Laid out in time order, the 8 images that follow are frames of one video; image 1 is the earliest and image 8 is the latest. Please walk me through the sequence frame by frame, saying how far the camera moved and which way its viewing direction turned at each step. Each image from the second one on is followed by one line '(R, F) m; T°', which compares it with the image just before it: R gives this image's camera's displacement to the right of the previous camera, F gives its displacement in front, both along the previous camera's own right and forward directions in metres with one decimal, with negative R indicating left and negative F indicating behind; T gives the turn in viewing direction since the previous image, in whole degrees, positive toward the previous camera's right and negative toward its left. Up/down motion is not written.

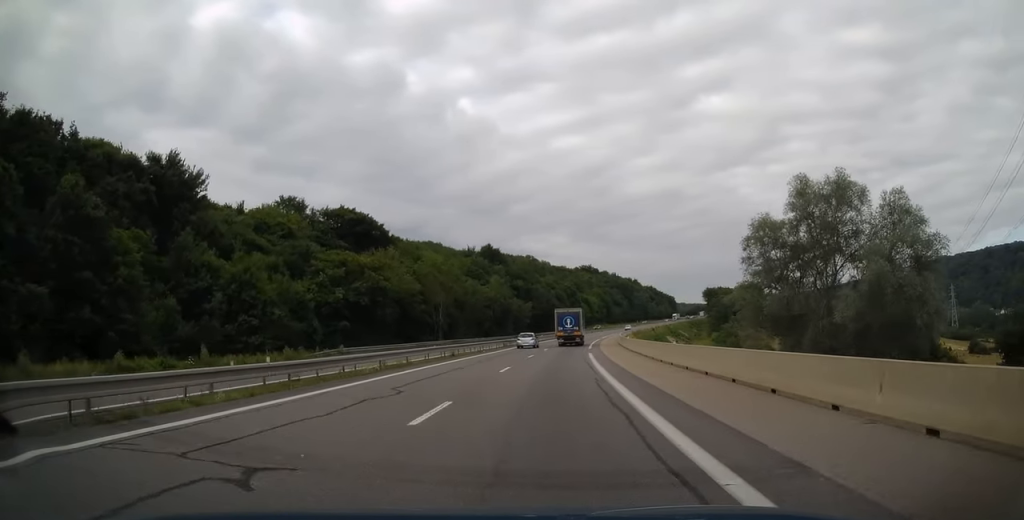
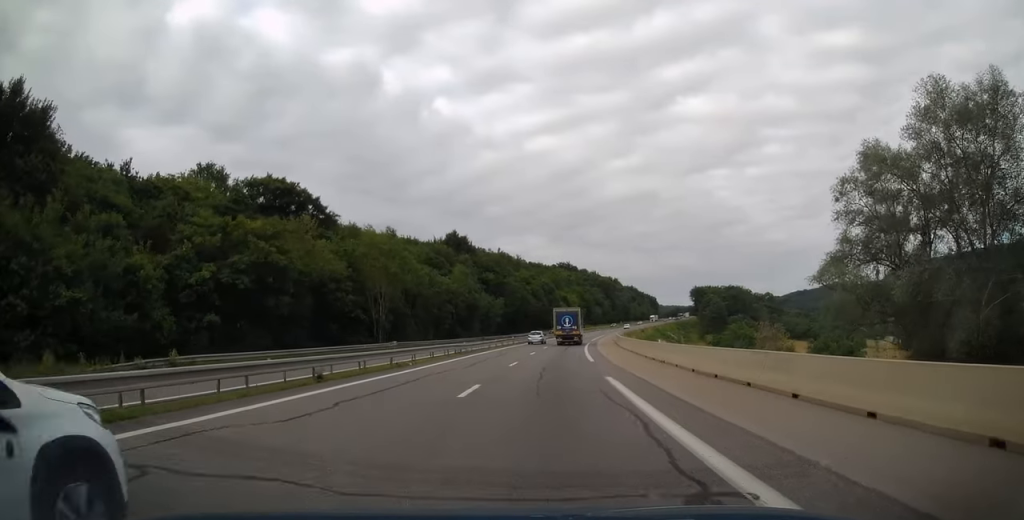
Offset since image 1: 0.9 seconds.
(+0.4, +22.2) m; +2°
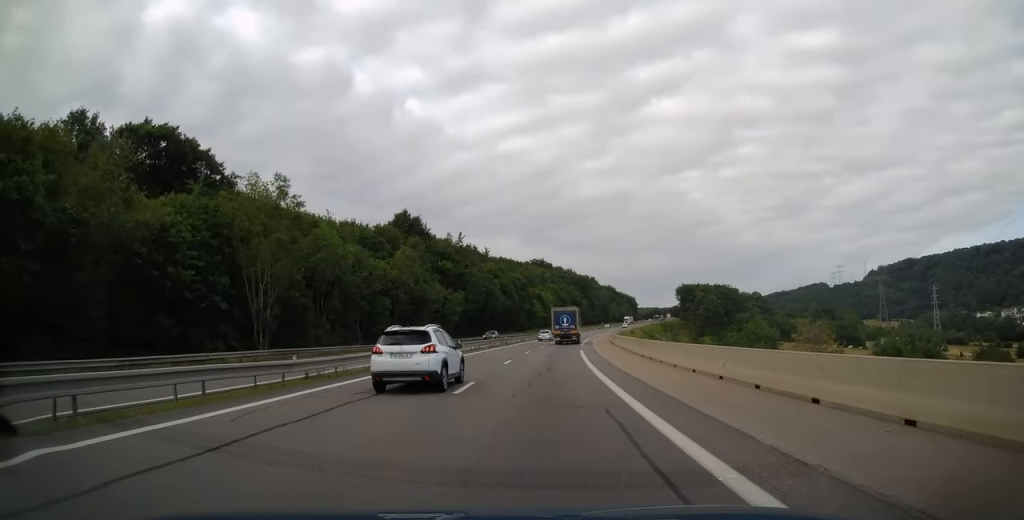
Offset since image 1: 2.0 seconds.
(+0.4, +25.4) m; +2°
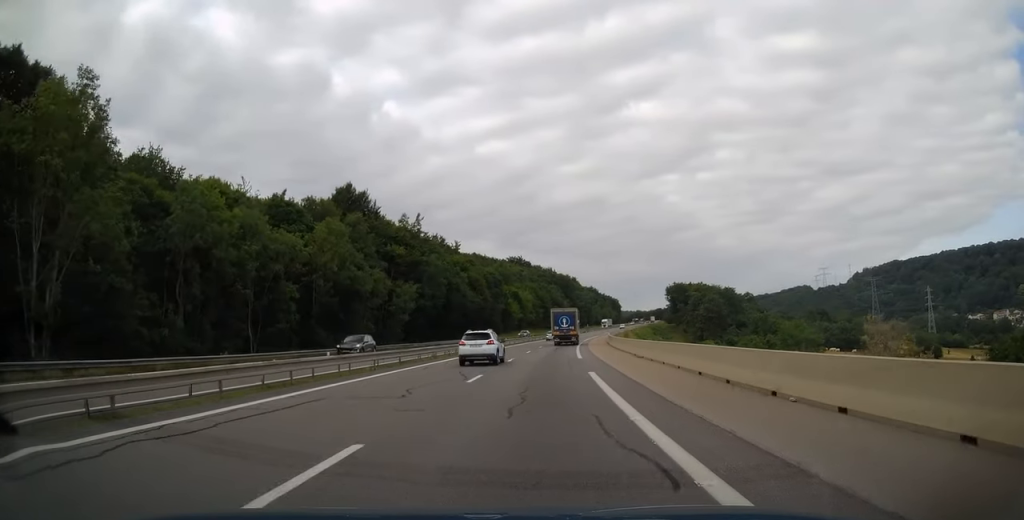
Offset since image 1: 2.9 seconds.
(+0.5, +22.5) m; +3°
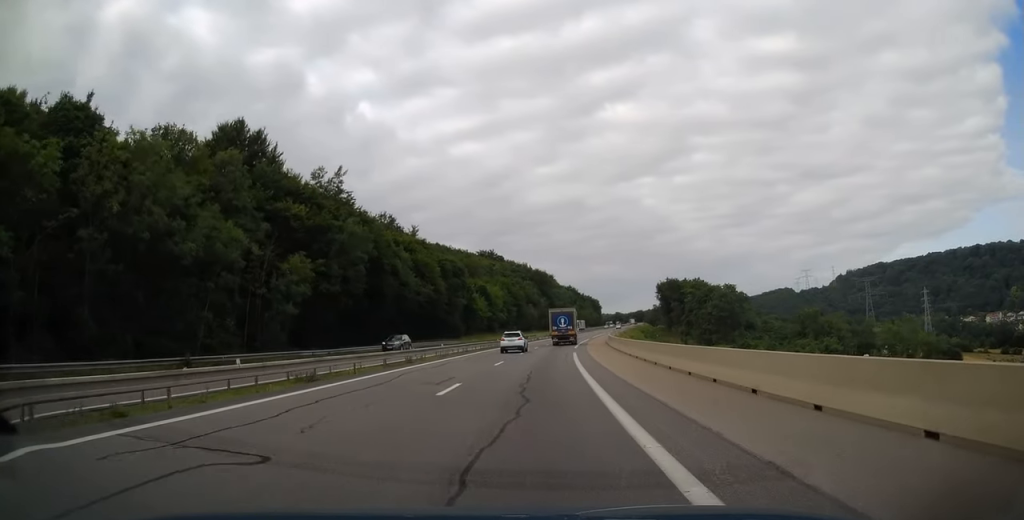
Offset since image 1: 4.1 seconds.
(+0.7, +29.4) m; +2°
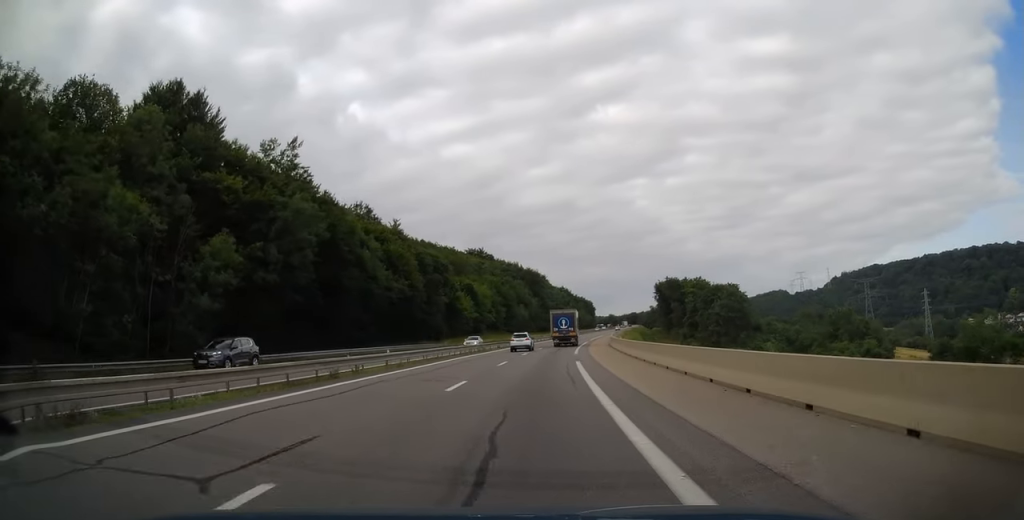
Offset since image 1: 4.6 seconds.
(-0.1, +11.7) m; +1°
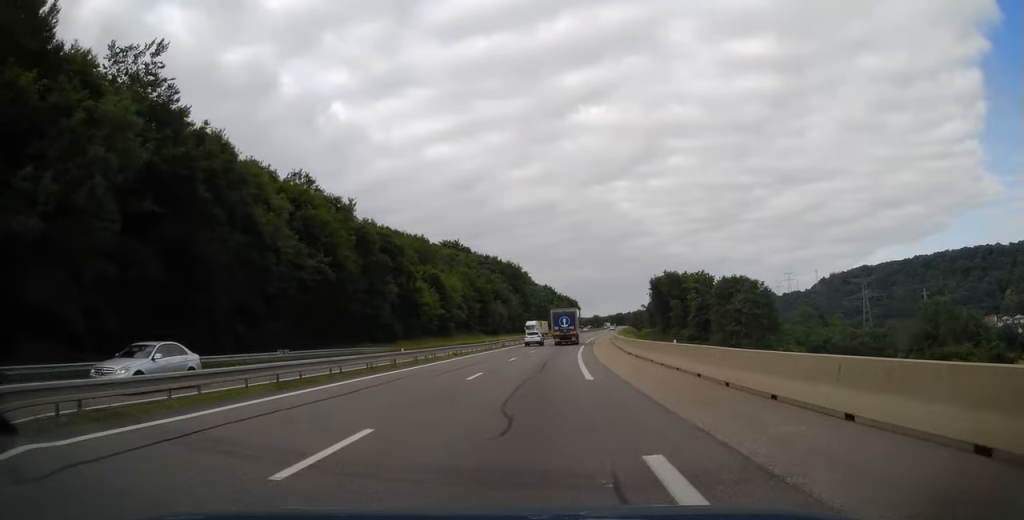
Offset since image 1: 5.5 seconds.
(+0.4, +22.5) m; +2°
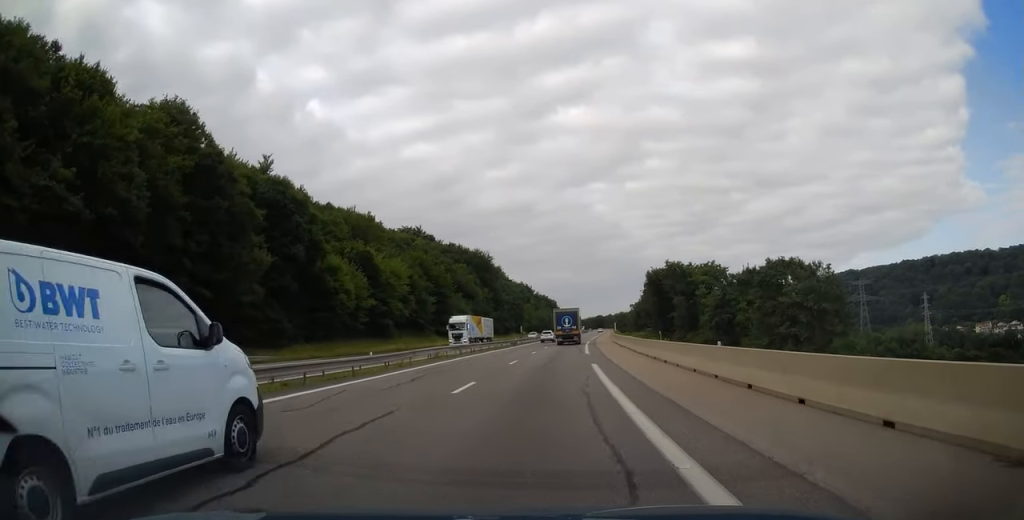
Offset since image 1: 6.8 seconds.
(+0.7, +30.6) m; +2°
